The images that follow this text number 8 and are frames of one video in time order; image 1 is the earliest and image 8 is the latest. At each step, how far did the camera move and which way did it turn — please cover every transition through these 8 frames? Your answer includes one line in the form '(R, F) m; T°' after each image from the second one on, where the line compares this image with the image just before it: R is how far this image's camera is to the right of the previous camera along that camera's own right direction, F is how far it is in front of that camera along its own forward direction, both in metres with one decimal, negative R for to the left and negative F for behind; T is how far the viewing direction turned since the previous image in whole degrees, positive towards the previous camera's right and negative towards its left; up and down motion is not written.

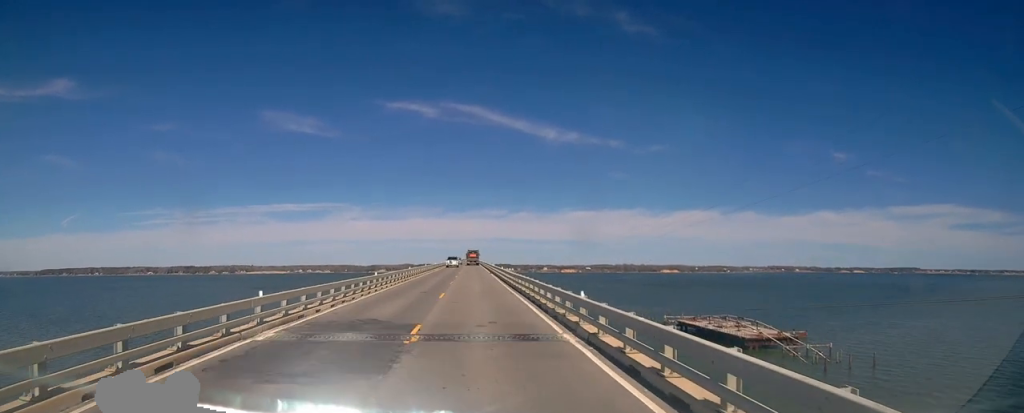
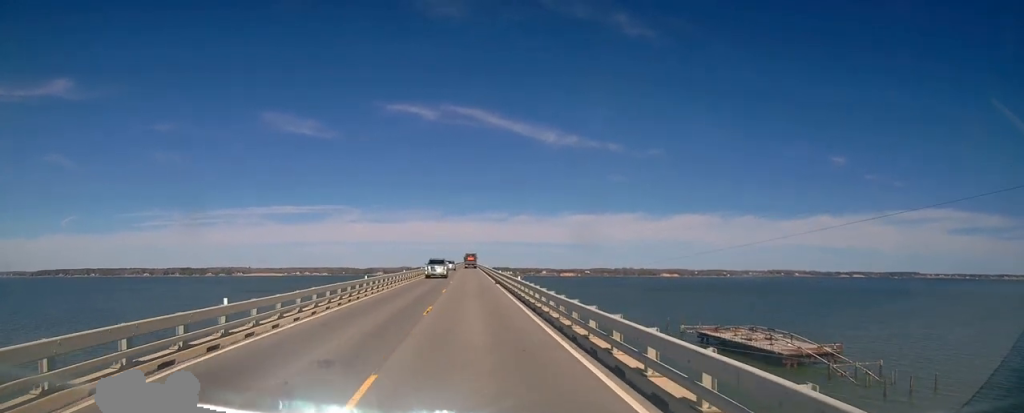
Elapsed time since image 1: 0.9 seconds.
(0.0, +18.2) m; 0°
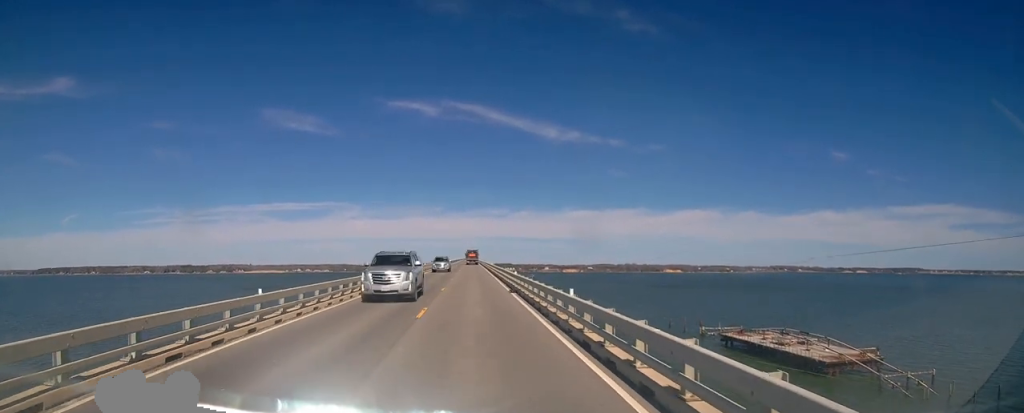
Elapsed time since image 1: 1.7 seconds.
(+0.1, +14.3) m; 0°
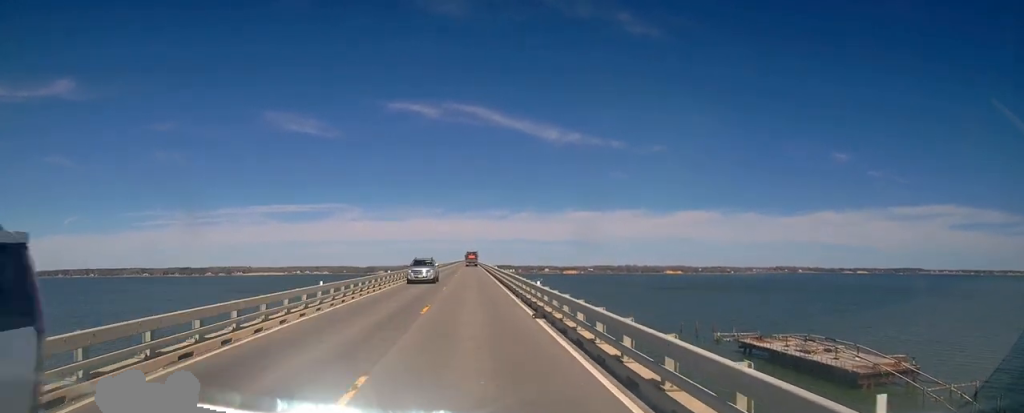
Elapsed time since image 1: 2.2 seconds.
(0.0, +10.4) m; 0°
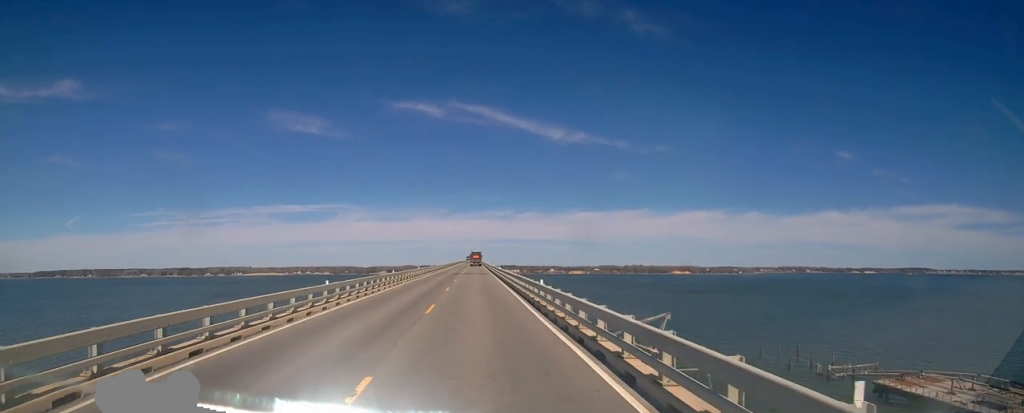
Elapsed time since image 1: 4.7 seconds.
(-0.2, +49.0) m; 0°
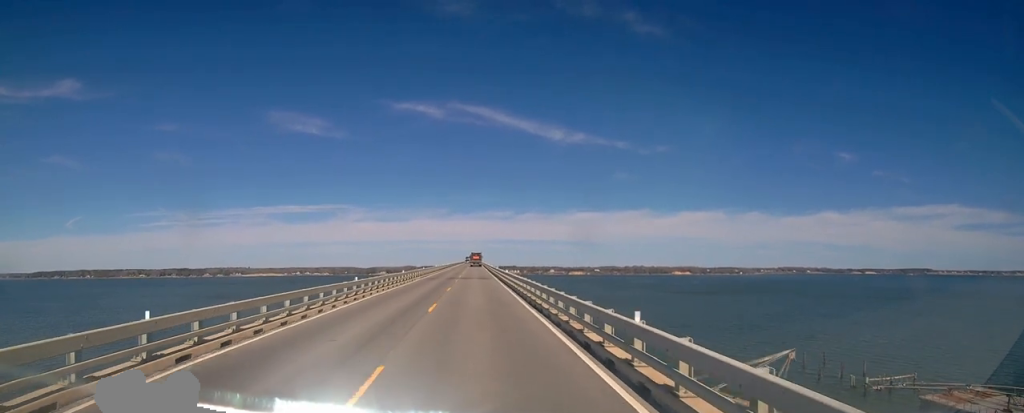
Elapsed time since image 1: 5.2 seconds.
(0.0, +11.4) m; 0°
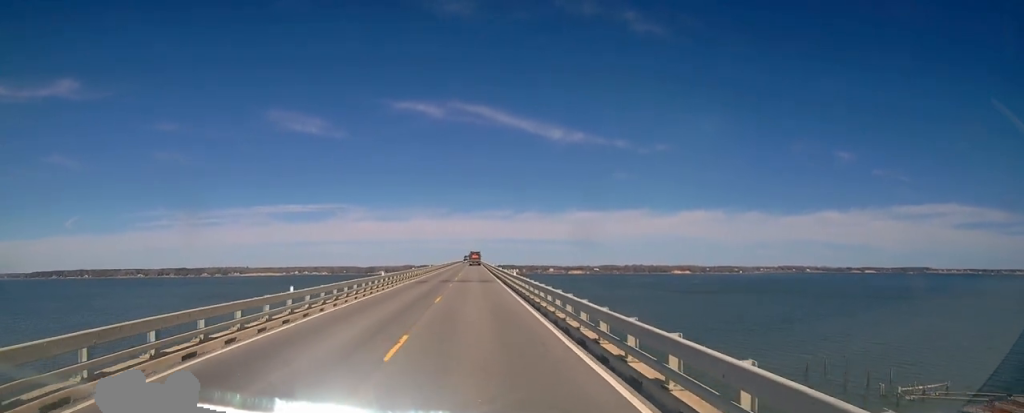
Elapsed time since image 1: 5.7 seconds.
(0.0, +8.8) m; 0°
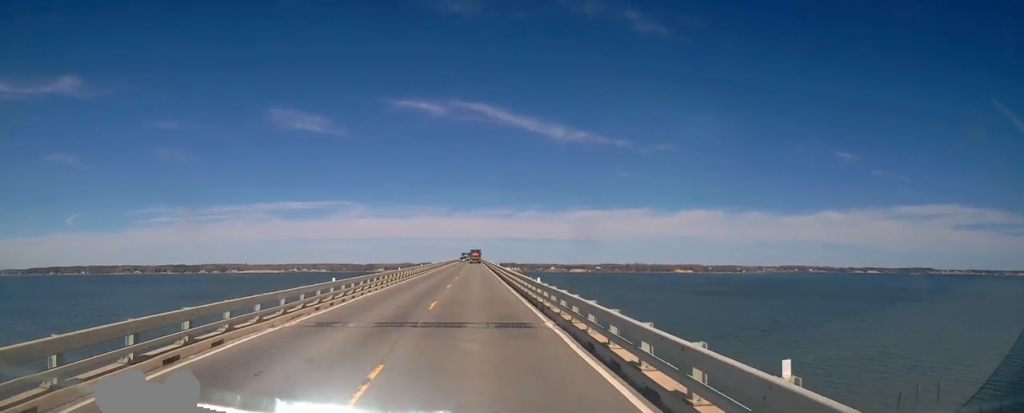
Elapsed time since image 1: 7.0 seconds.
(+0.1, +28.0) m; 0°
